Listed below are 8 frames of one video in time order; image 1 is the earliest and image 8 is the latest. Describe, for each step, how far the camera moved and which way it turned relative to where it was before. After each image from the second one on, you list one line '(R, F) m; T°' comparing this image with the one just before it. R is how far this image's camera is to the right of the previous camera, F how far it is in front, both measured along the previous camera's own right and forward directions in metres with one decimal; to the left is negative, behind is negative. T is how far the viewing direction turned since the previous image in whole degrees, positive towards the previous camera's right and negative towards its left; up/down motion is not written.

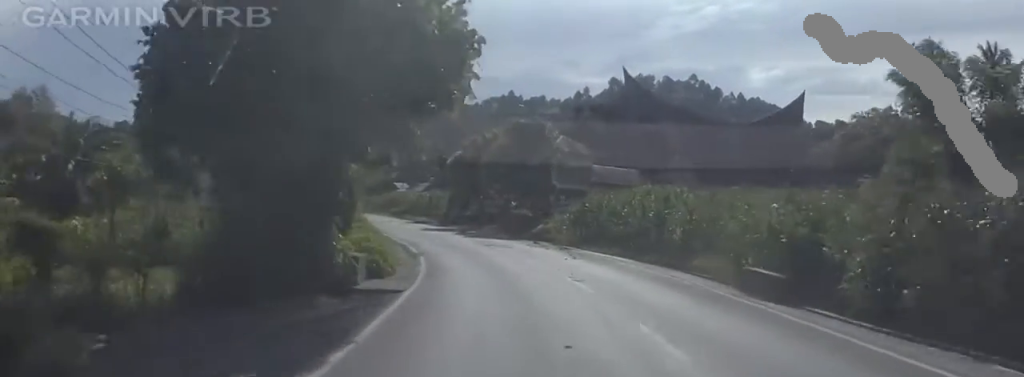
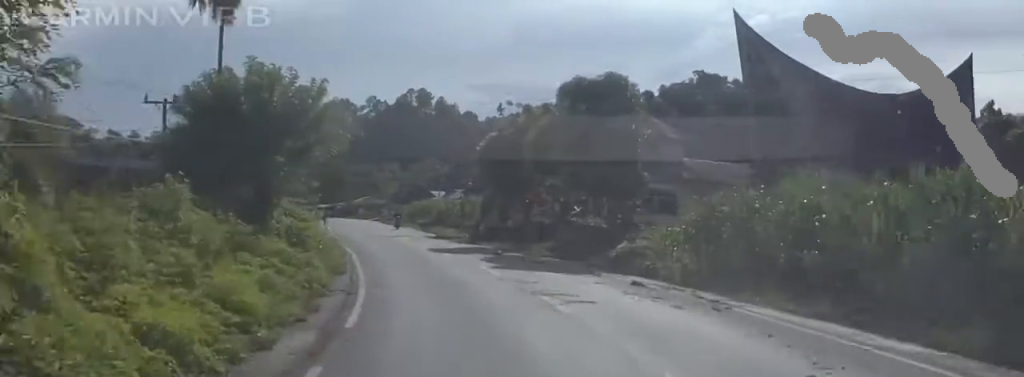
(-0.5, +19.8) m; -2°
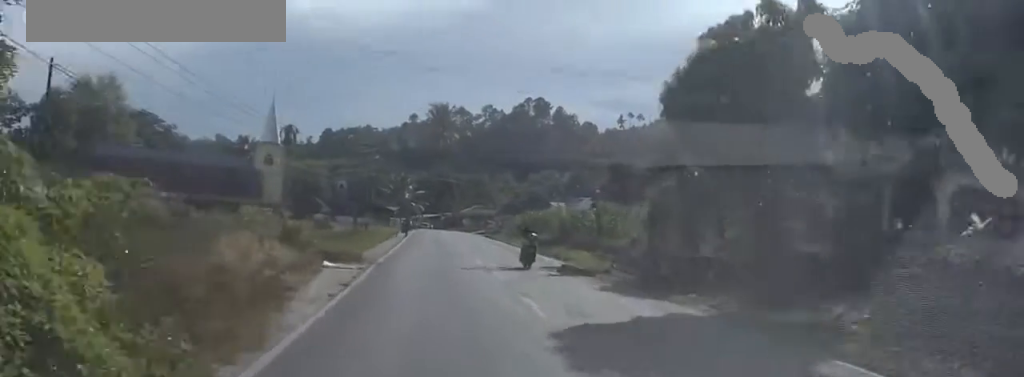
(-1.9, +22.8) m; -5°
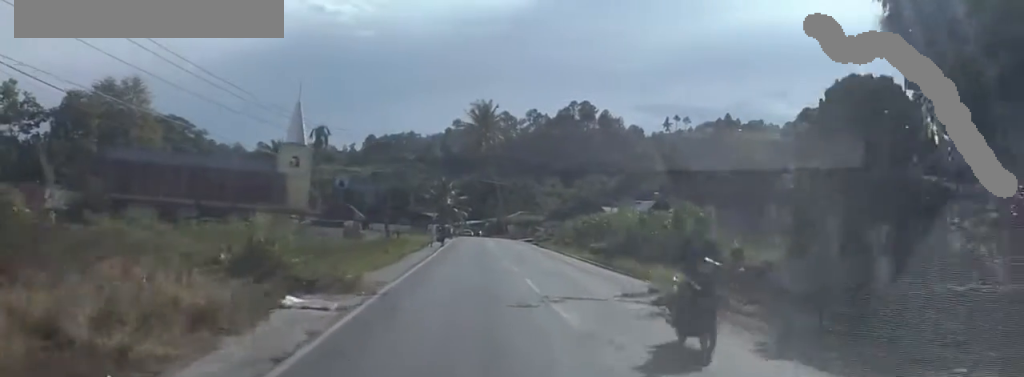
(+0.4, +8.9) m; 0°
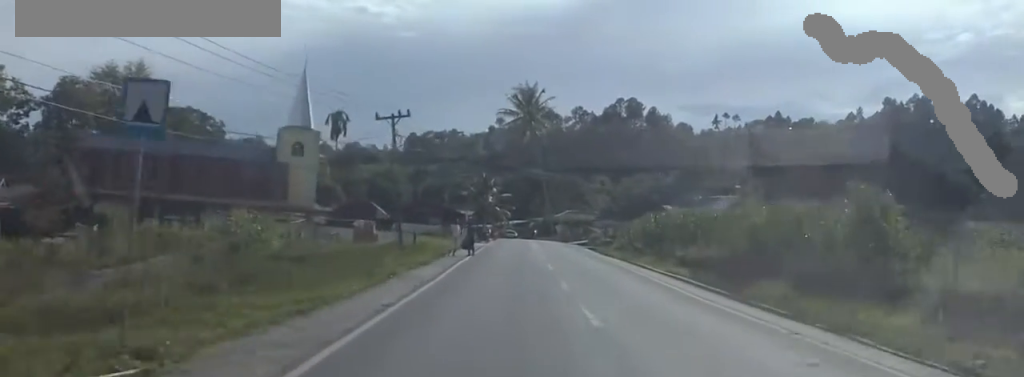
(-0.1, +15.6) m; -4°
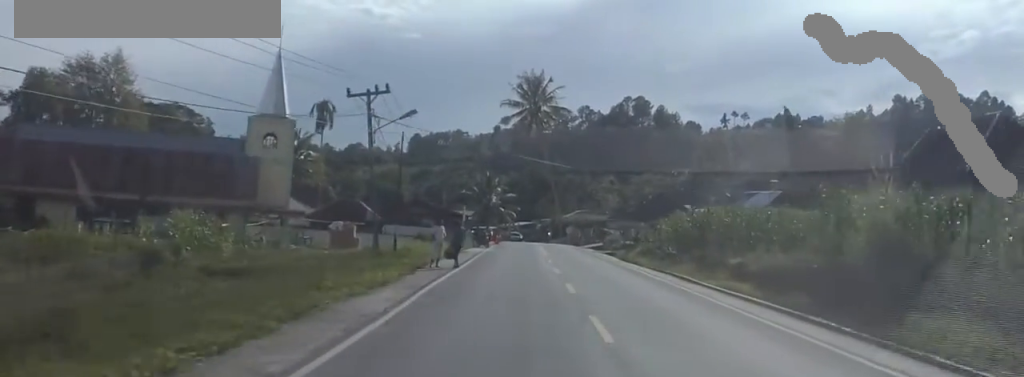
(-0.4, +9.6) m; -3°
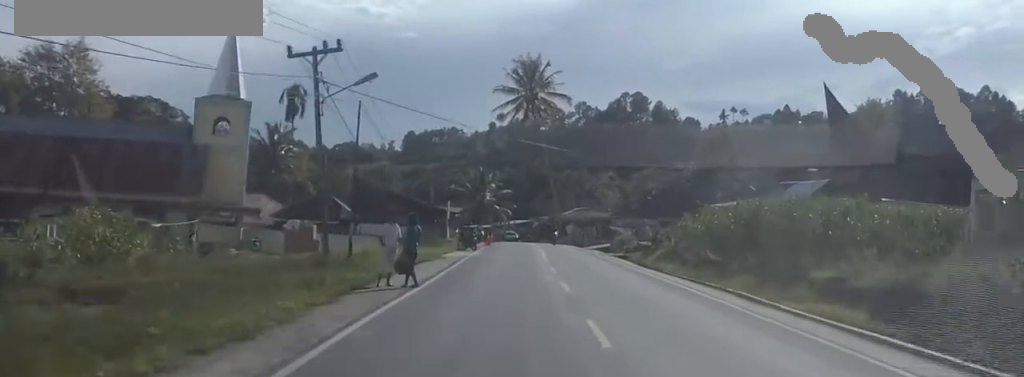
(0.0, +9.5) m; 0°
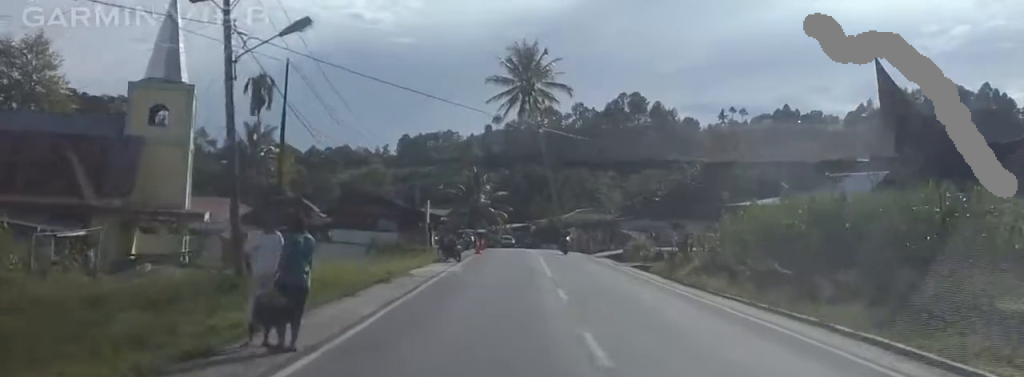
(0.0, +9.1) m; 0°
